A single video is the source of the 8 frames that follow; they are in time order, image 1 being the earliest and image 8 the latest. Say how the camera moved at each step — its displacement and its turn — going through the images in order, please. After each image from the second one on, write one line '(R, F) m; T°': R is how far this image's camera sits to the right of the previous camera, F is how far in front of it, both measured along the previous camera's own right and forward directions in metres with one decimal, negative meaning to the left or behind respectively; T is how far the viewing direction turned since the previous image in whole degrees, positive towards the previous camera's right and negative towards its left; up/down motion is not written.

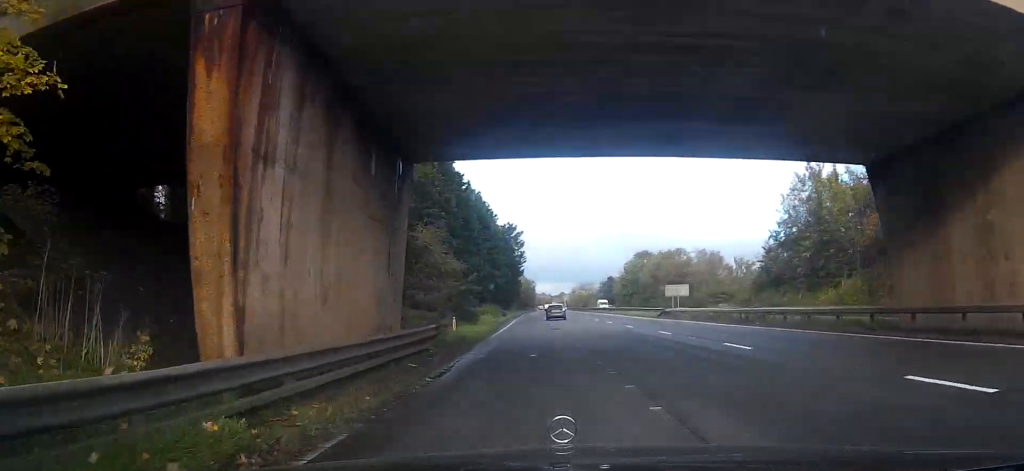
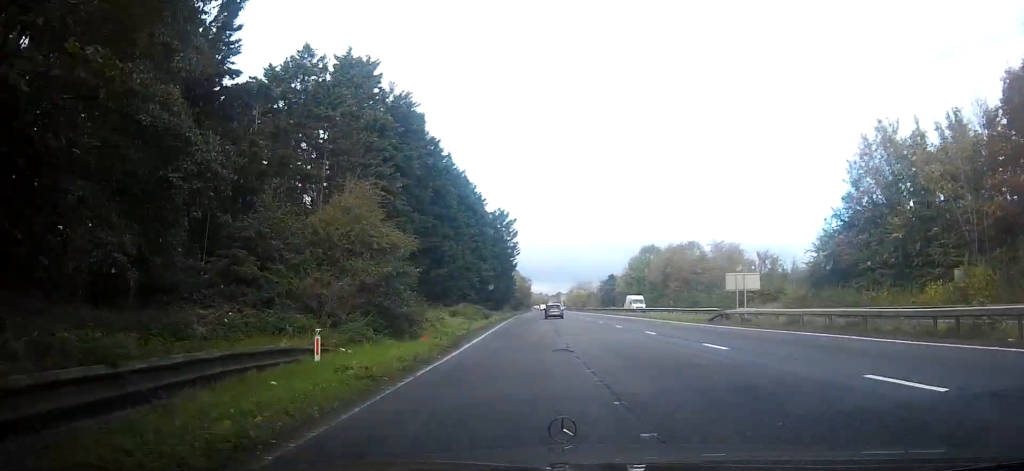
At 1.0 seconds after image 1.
(-0.3, +16.8) m; 0°
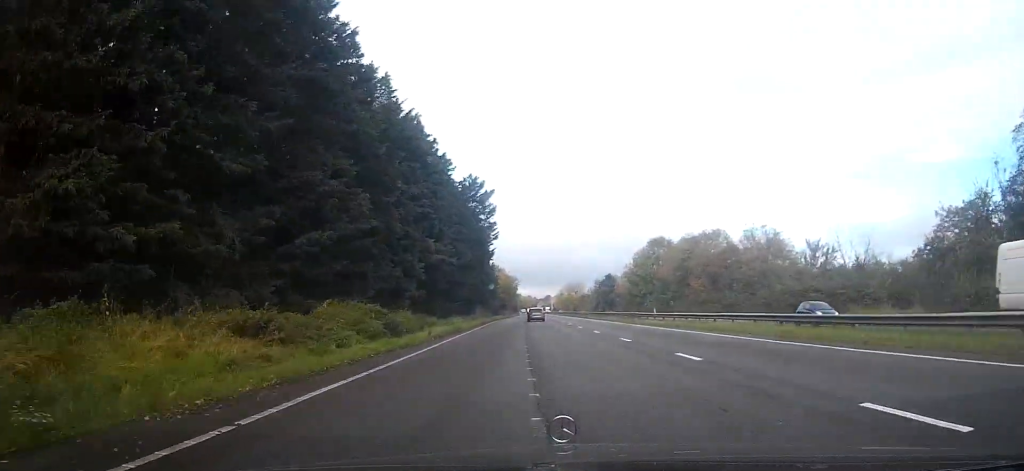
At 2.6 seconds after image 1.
(+0.3, +27.8) m; +1°
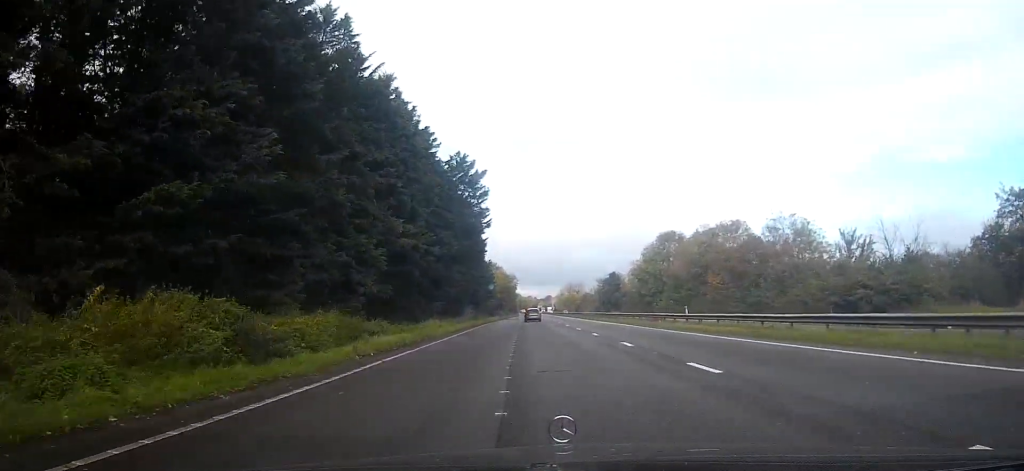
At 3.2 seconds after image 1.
(0.0, +11.2) m; 0°
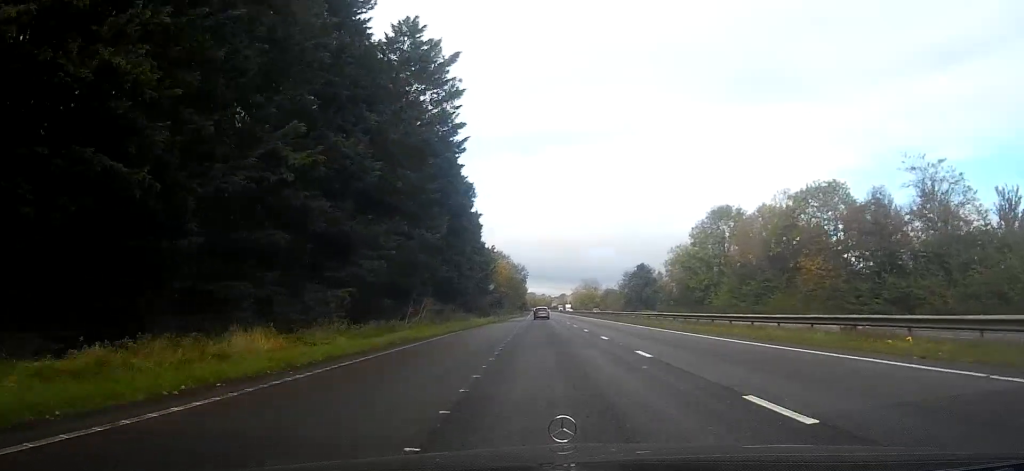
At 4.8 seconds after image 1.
(-0.1, +31.0) m; 0°
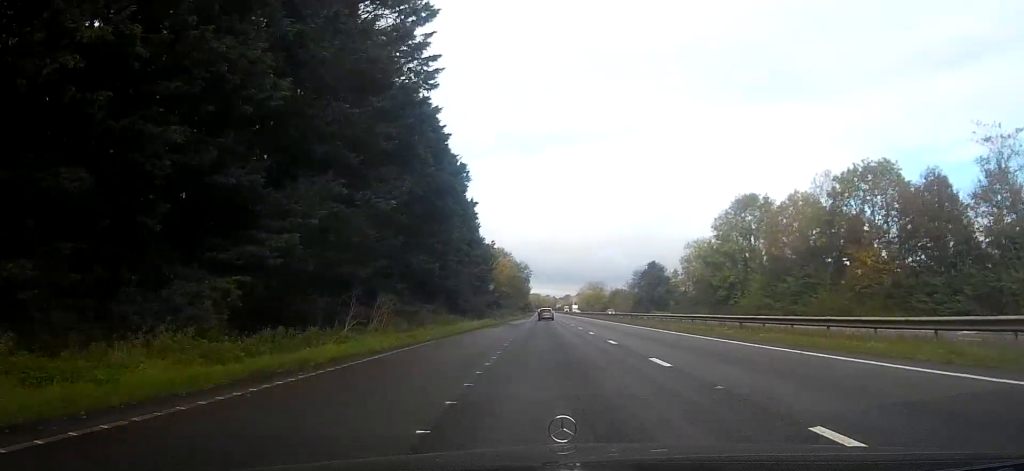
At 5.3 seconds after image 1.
(0.0, +10.9) m; 0°
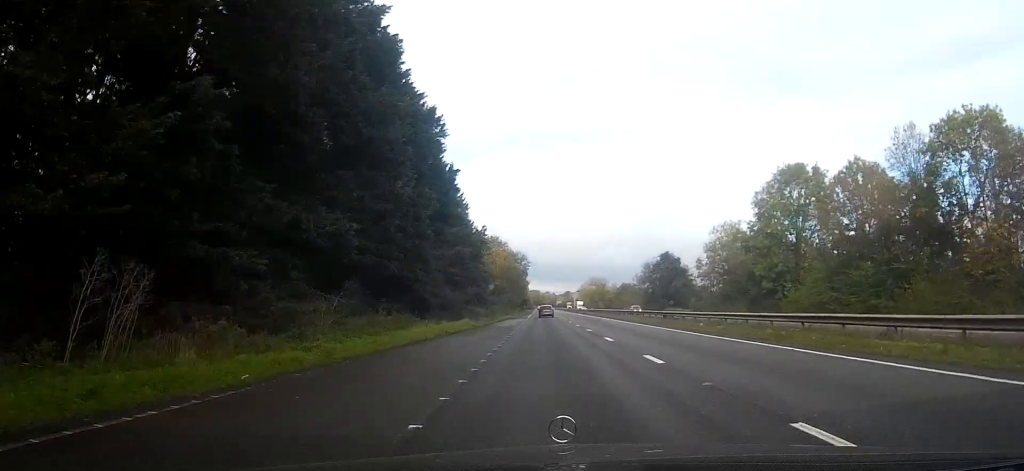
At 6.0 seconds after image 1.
(0.0, +17.3) m; 0°
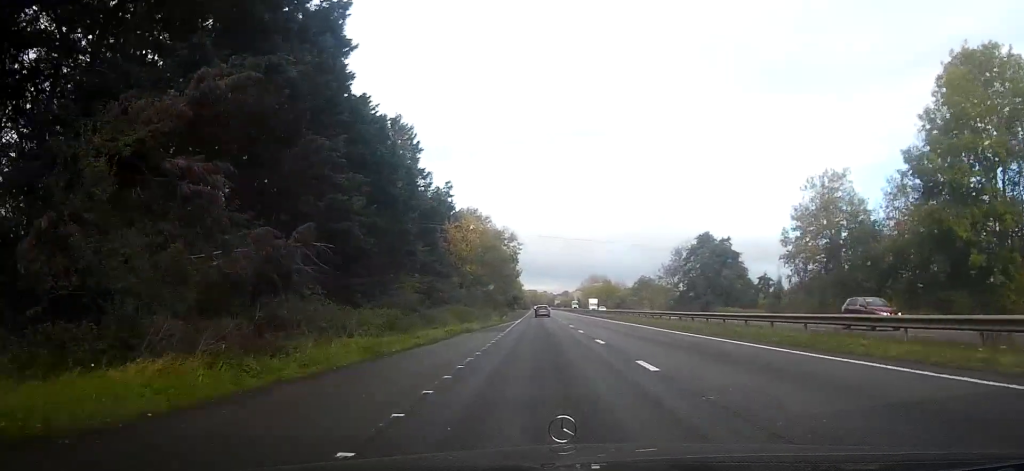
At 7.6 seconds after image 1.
(-0.2, +37.2) m; 0°
